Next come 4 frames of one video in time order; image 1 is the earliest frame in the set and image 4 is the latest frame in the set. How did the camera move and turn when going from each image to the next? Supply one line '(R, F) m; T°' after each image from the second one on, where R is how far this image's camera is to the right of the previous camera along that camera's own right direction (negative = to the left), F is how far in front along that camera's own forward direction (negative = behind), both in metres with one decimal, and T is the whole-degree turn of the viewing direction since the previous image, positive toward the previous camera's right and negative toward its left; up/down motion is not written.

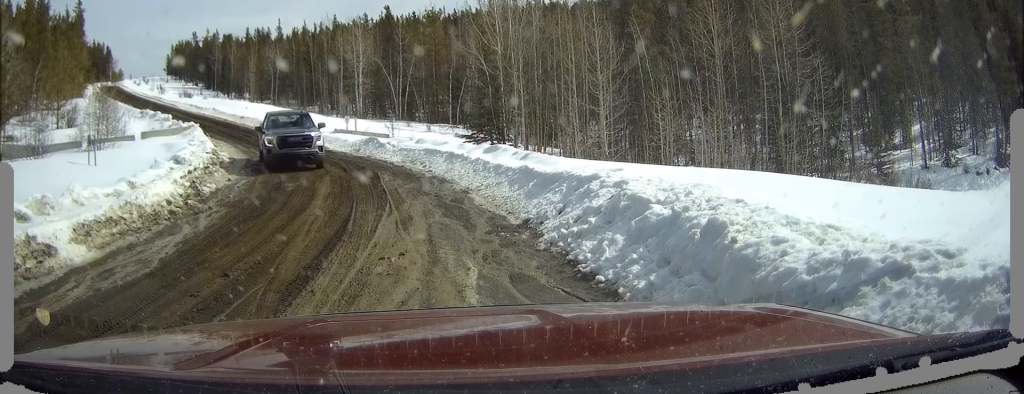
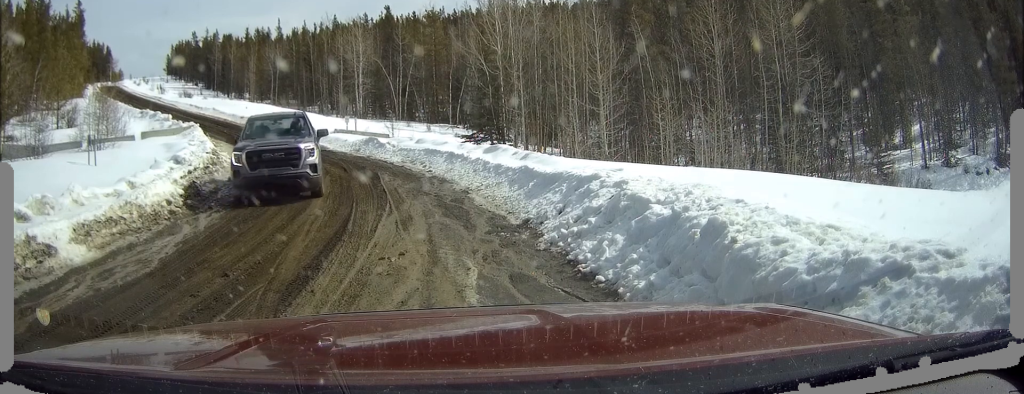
(0.0, 0.0) m; 0°
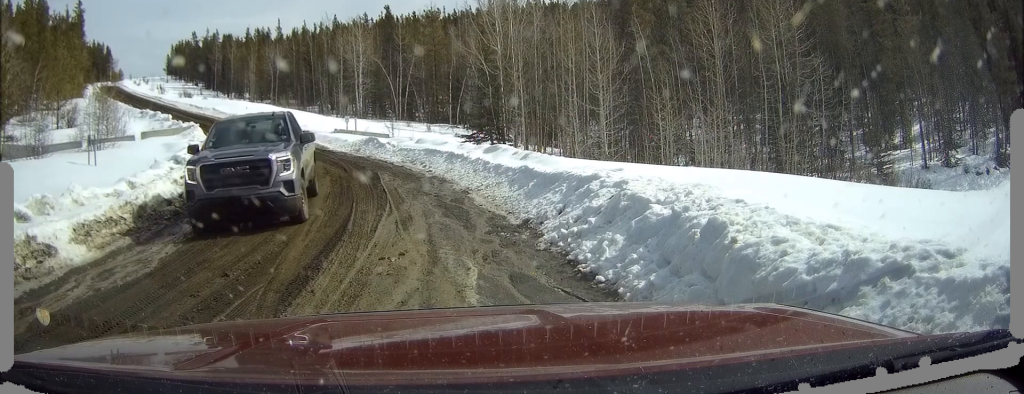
(0.0, 0.0) m; 0°
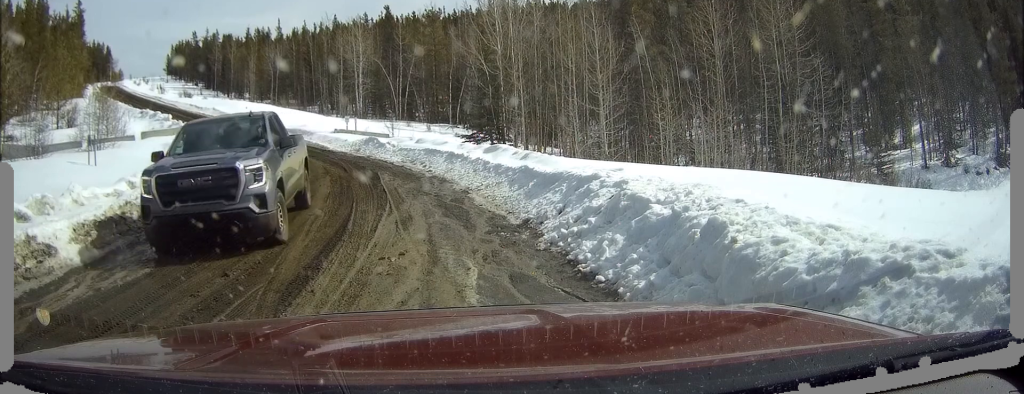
(0.0, 0.0) m; 0°
